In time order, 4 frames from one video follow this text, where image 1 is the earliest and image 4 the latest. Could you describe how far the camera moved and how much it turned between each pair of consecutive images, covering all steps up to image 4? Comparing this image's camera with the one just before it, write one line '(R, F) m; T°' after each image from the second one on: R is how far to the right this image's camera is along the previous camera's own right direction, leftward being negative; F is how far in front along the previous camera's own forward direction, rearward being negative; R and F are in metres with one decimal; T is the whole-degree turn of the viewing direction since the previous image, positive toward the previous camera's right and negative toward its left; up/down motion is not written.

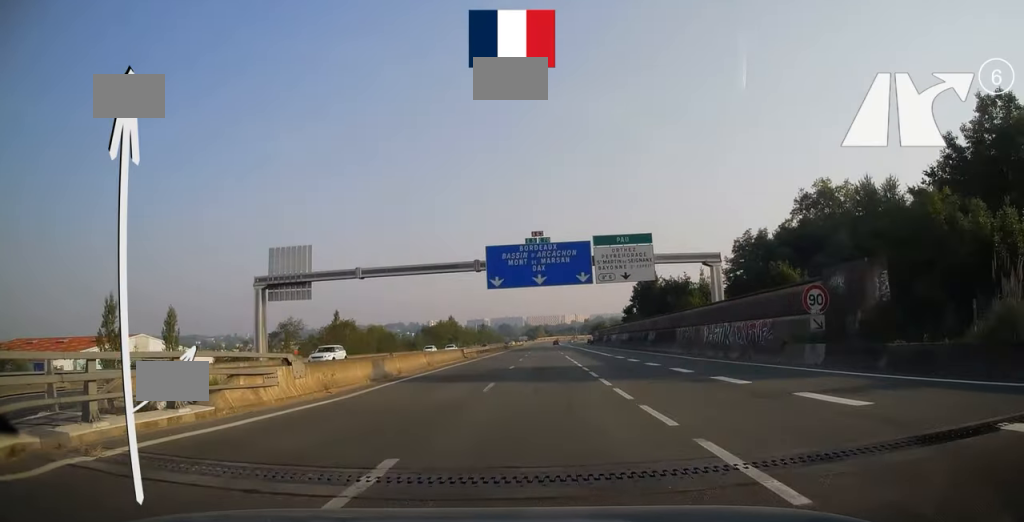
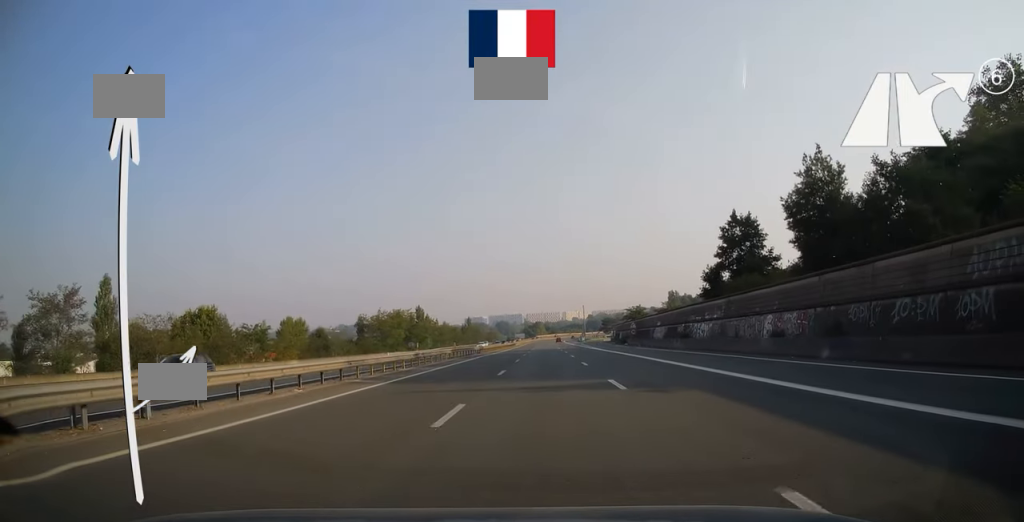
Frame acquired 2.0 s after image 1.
(-0.2, +59.4) m; 0°
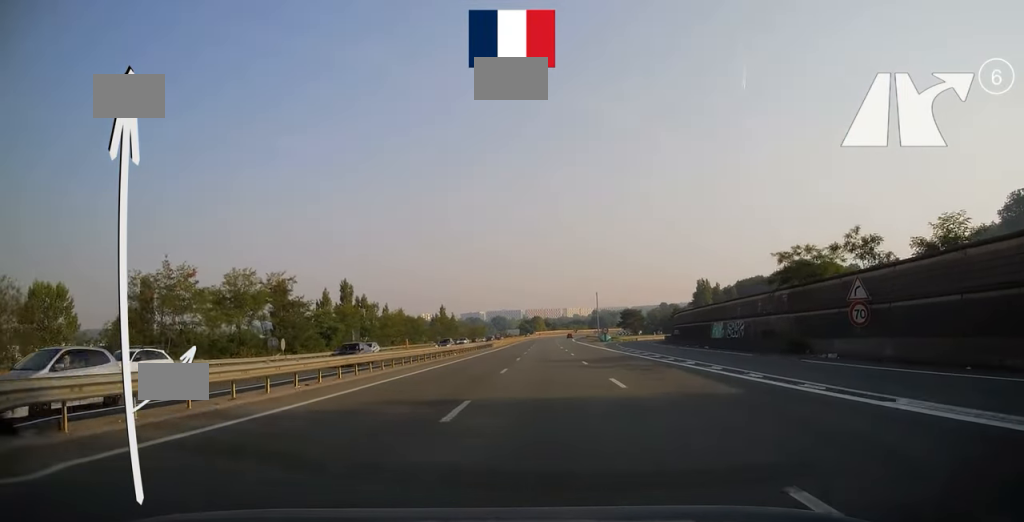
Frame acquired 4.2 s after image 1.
(+0.2, +64.4) m; 0°
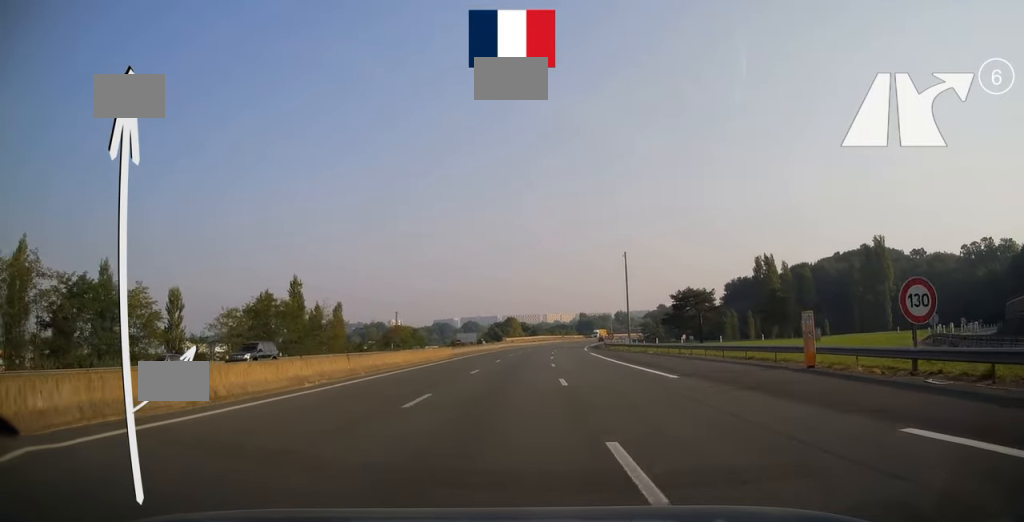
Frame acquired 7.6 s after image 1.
(+1.2, +100.9) m; +2°
